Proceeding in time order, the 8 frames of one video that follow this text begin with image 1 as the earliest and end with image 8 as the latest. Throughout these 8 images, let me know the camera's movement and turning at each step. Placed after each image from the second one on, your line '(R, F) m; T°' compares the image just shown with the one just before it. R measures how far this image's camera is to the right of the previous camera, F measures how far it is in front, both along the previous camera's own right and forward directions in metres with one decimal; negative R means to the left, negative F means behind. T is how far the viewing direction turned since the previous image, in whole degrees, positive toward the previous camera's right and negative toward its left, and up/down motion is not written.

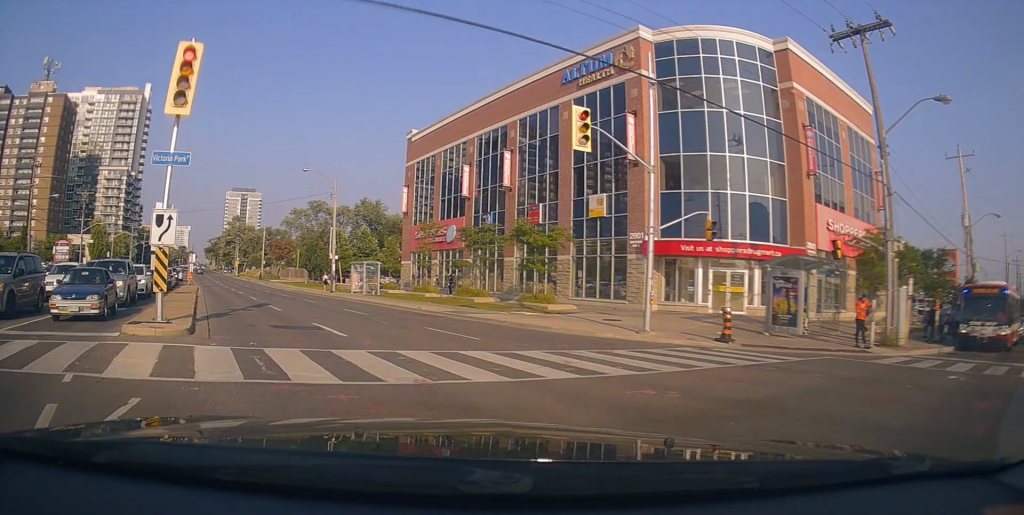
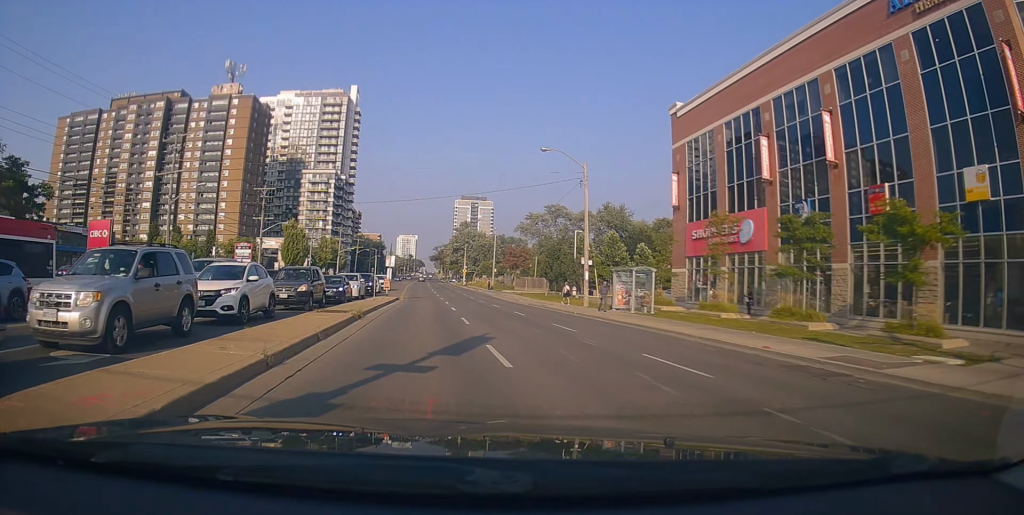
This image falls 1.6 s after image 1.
(-2.9, +12.8) m; -18°
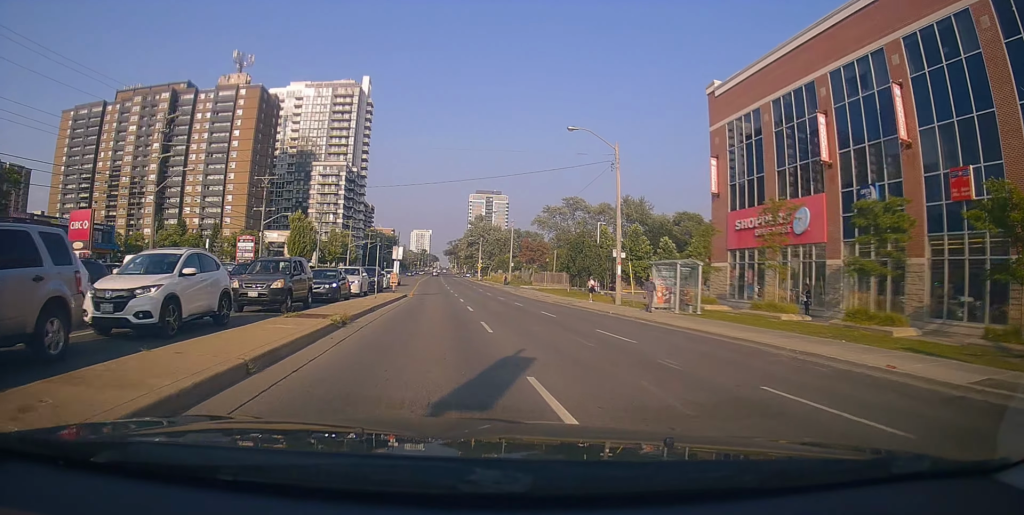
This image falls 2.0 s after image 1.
(0.0, +4.9) m; -1°
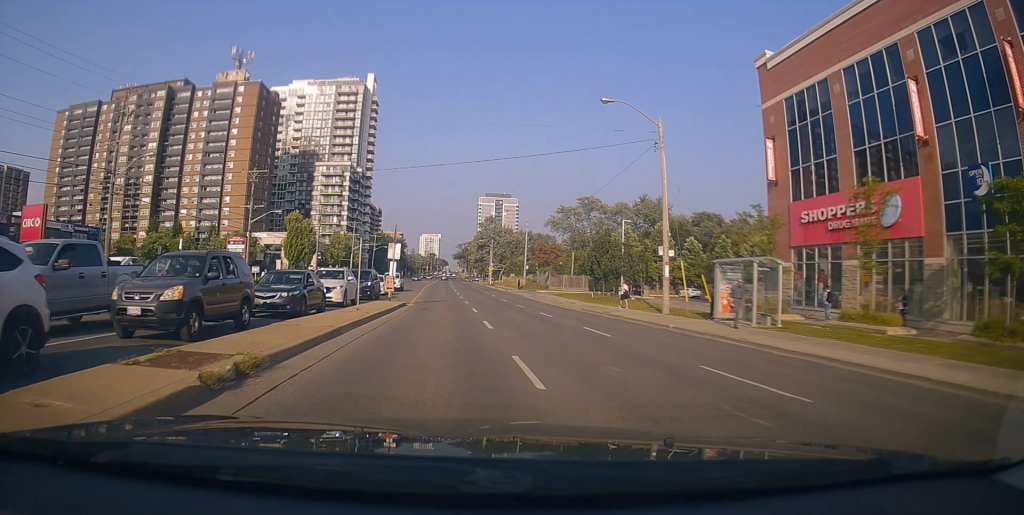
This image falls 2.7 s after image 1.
(+0.1, +6.9) m; +1°
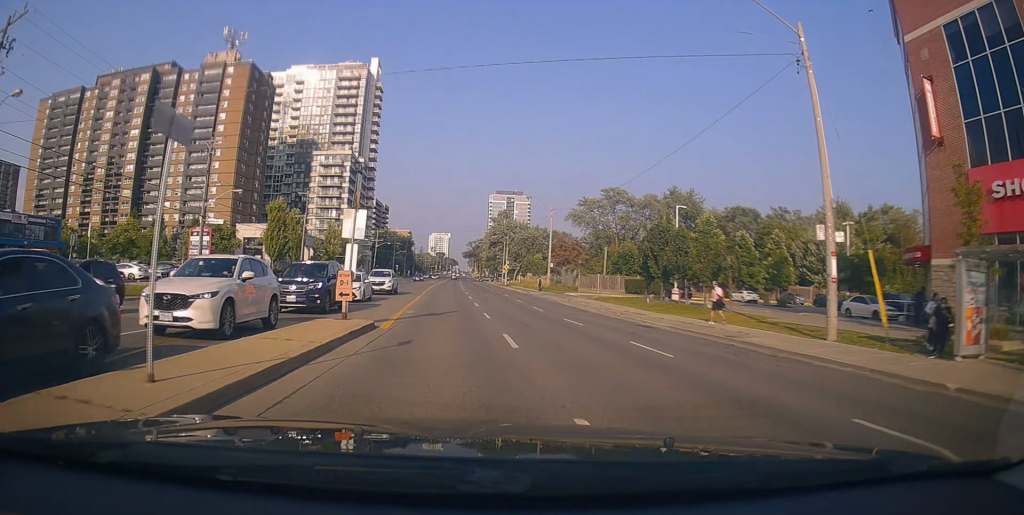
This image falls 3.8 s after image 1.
(-0.1, +13.2) m; 0°
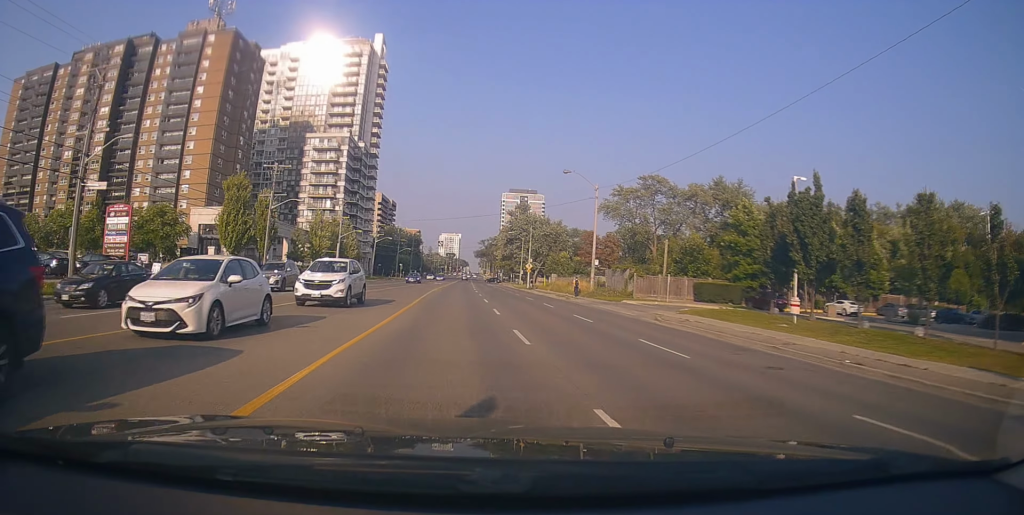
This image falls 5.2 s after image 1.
(-0.2, +17.5) m; -1°
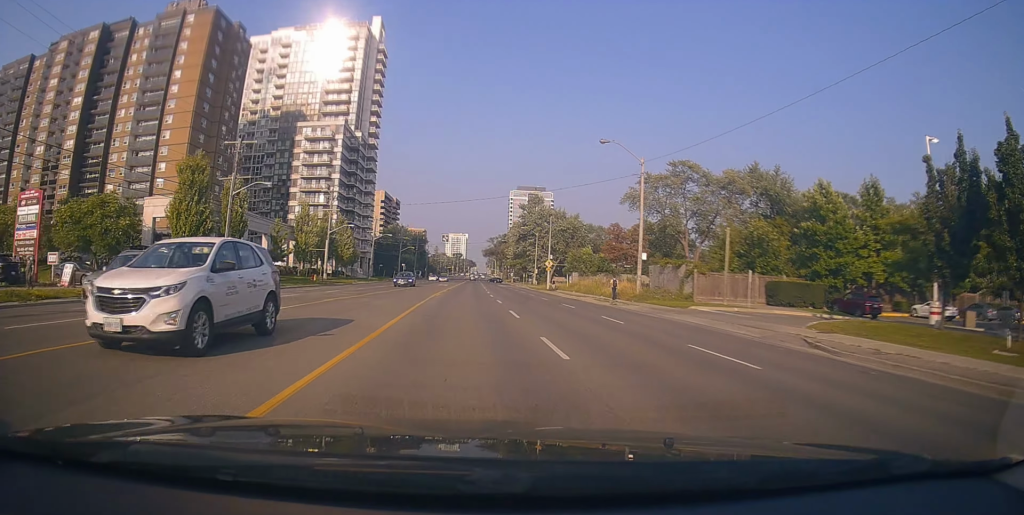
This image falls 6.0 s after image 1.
(-0.1, +11.6) m; -1°
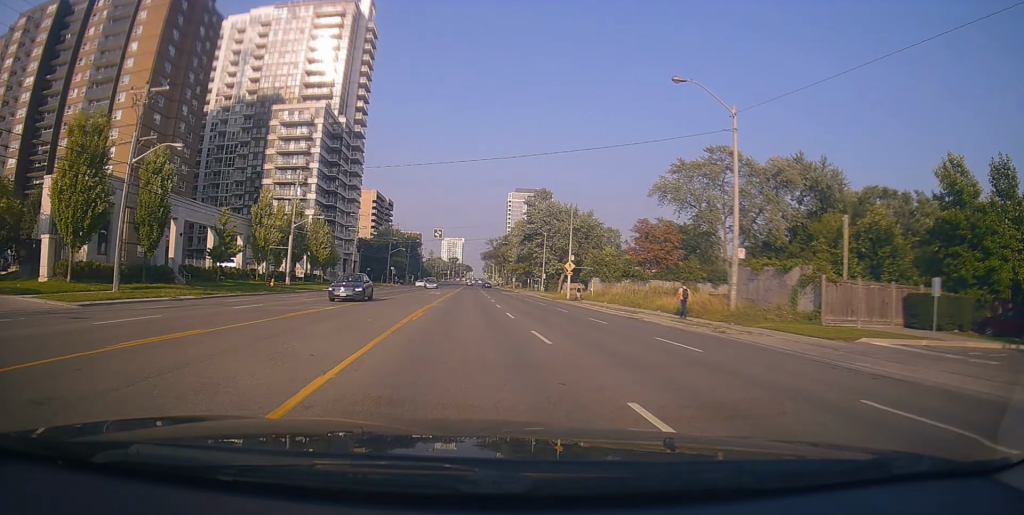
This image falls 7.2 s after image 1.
(-0.3, +15.1) m; -1°
